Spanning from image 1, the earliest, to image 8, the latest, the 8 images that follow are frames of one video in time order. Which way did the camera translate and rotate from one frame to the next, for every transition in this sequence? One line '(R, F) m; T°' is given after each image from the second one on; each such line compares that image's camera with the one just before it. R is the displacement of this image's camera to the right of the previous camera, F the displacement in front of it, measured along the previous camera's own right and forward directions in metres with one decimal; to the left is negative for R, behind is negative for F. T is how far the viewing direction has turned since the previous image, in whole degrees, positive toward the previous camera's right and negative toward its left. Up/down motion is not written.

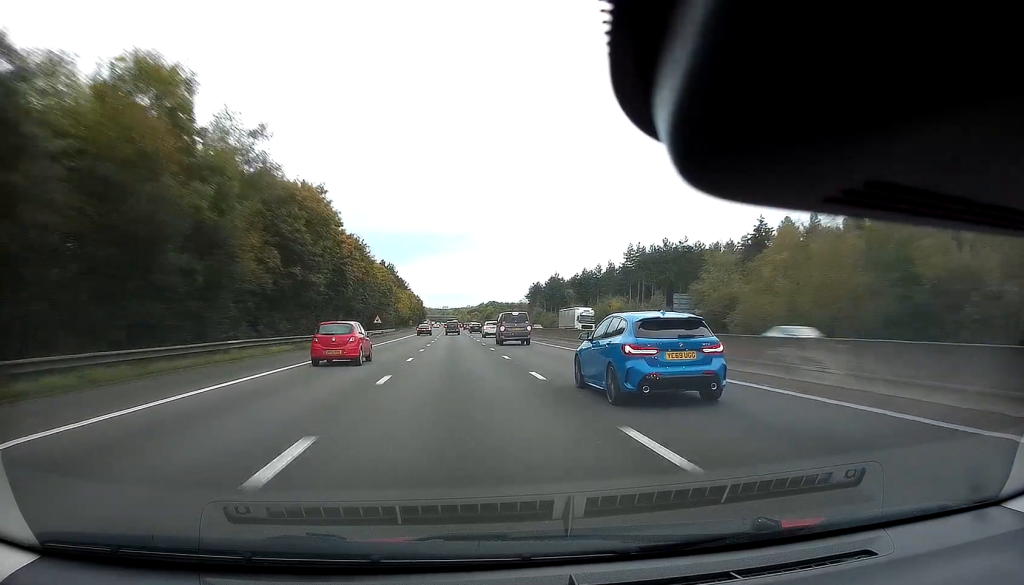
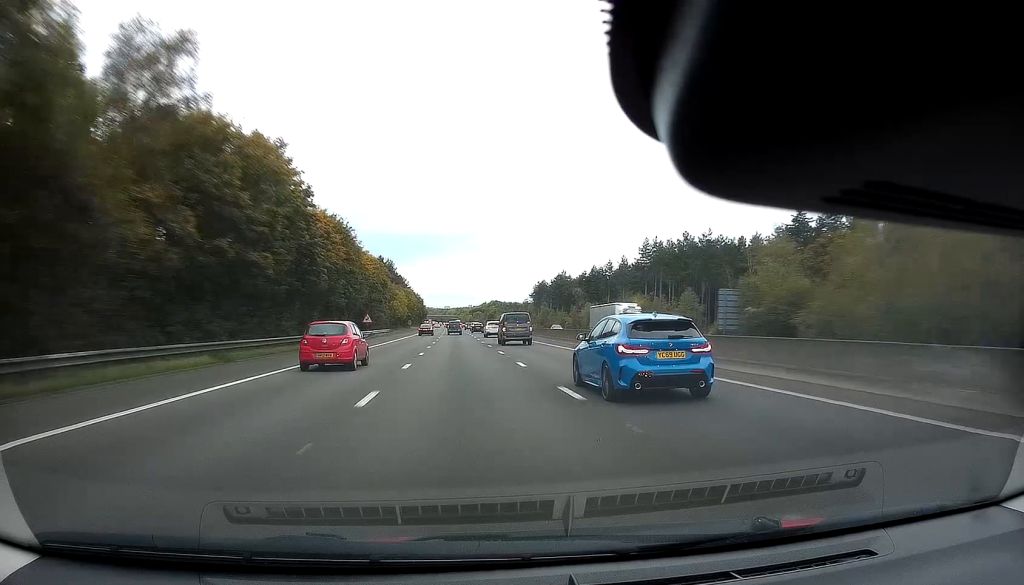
(+0.1, +12.9) m; 0°
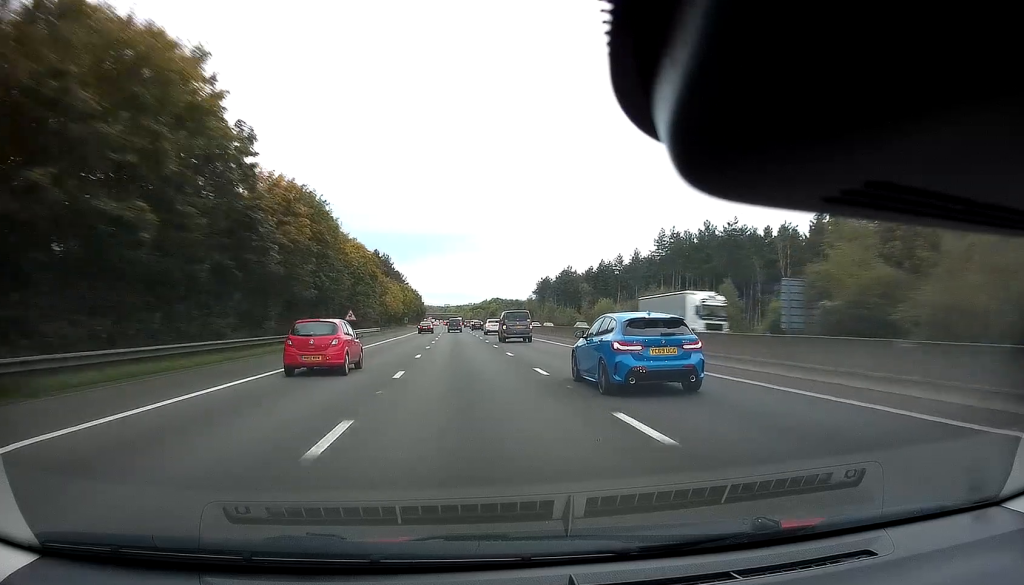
(-0.1, +13.0) m; 0°
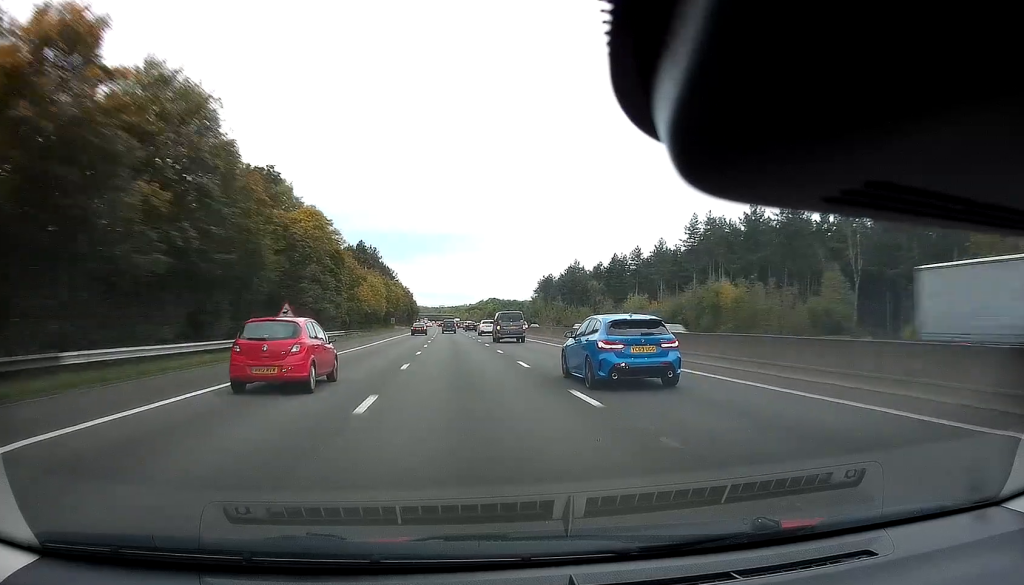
(-0.3, +24.0) m; -1°
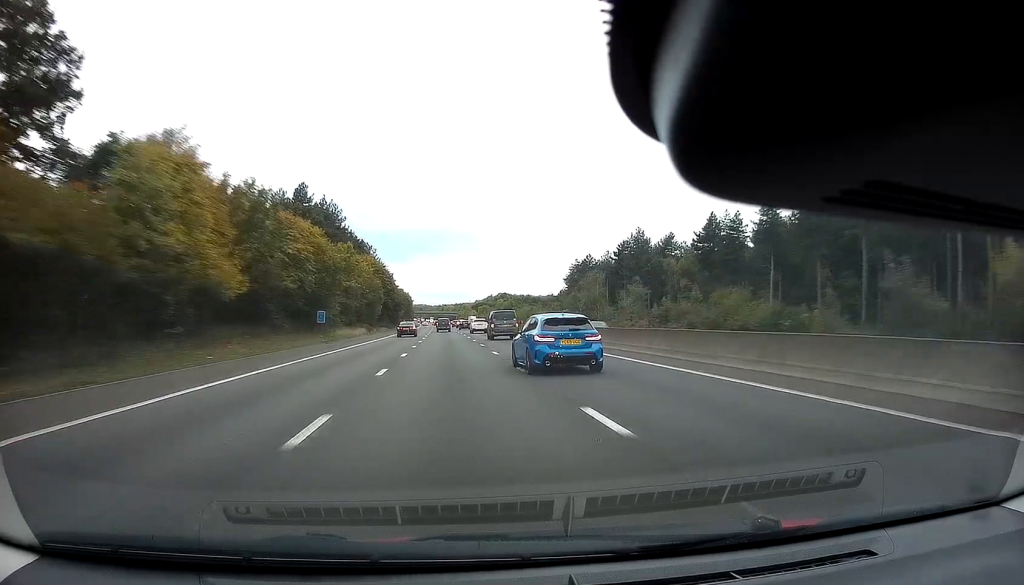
(-0.1, +76.1) m; 0°
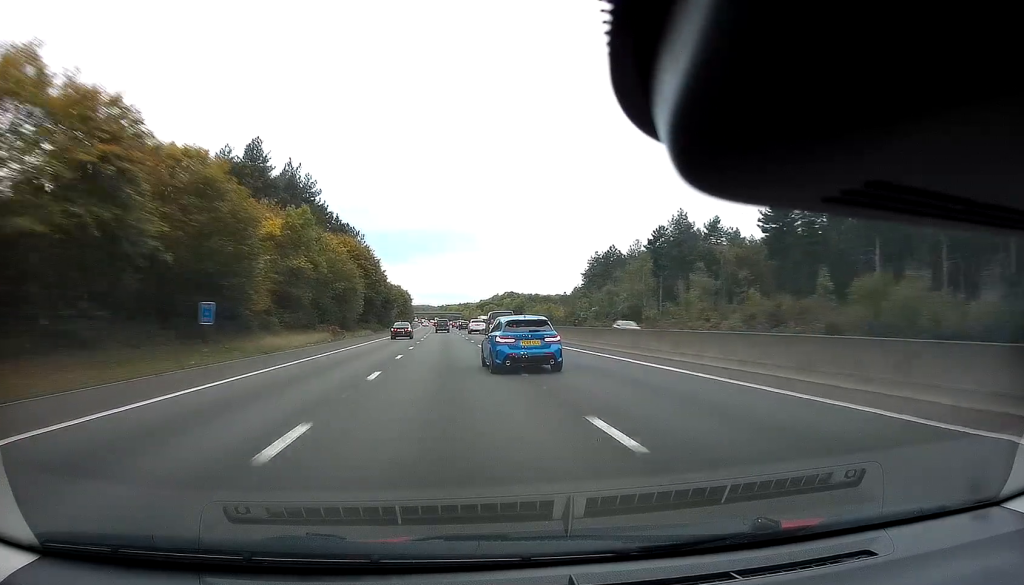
(+0.2, +28.0) m; 0°
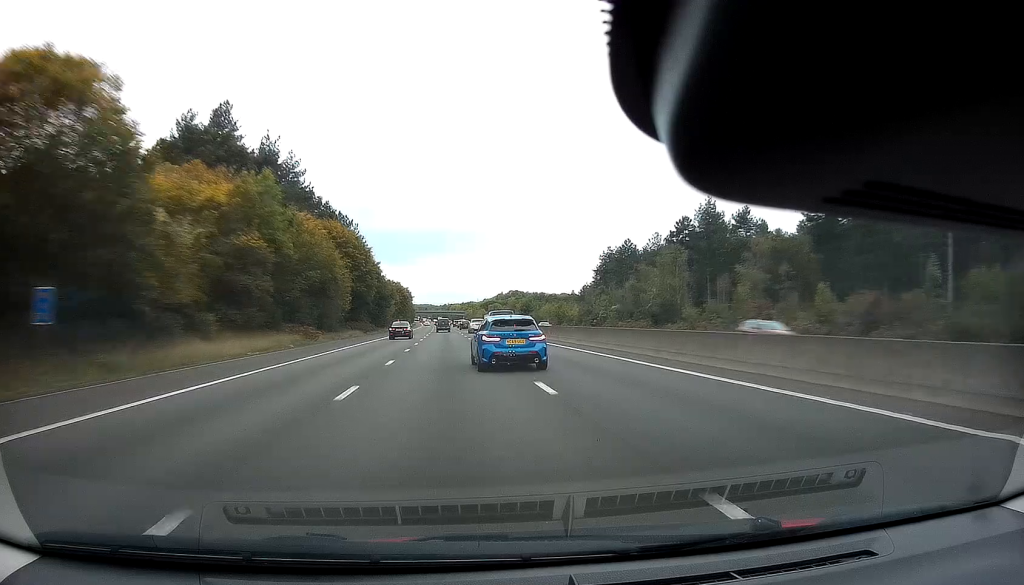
(+0.3, +13.5) m; 0°
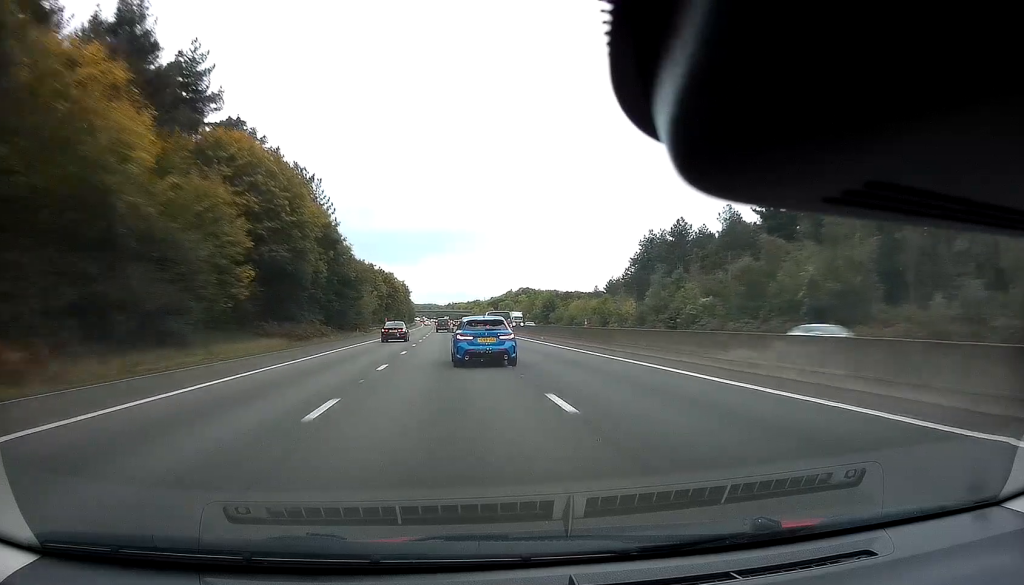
(-0.9, +39.7) m; -1°
